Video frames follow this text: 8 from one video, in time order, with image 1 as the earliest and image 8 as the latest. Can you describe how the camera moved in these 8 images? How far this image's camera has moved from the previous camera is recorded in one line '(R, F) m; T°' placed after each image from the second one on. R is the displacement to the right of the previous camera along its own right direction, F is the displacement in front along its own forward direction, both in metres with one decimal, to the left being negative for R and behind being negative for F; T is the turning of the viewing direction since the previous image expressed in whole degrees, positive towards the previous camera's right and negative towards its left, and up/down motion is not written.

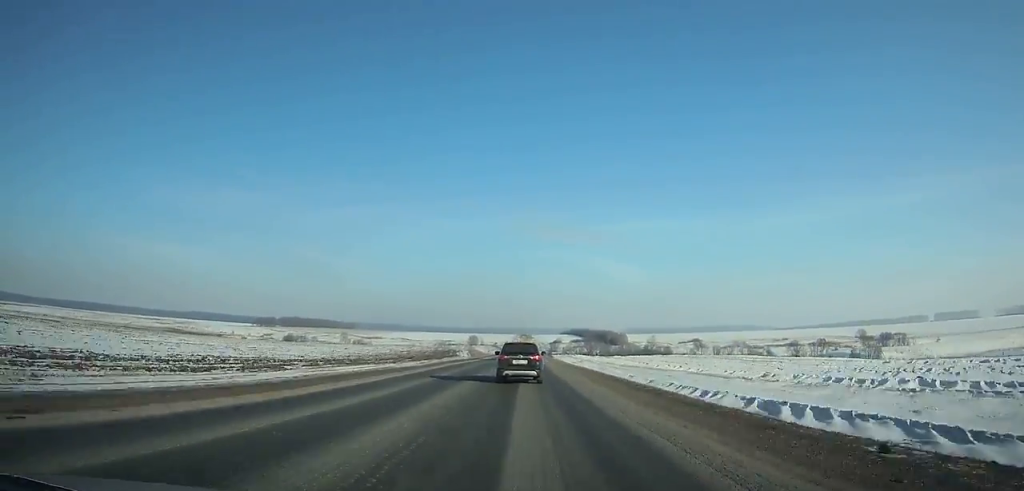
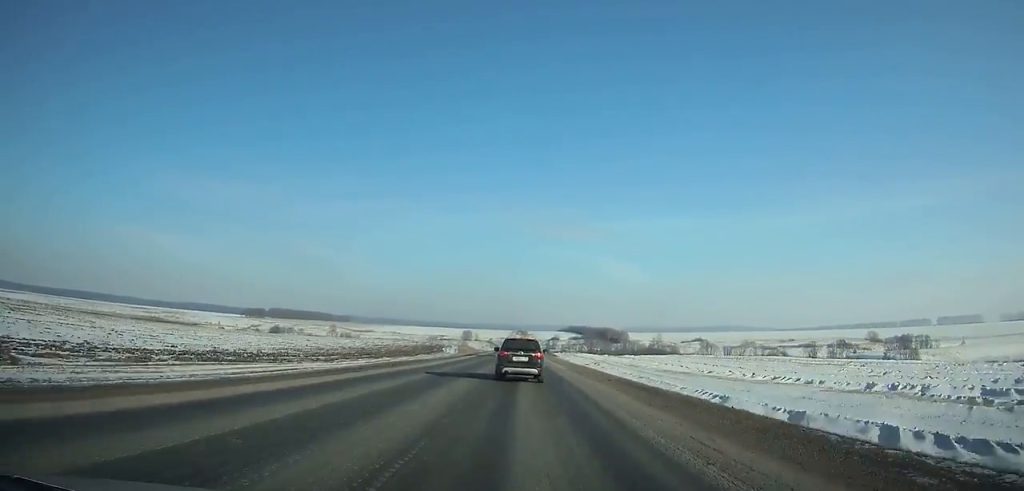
(0.0, +30.4) m; 0°
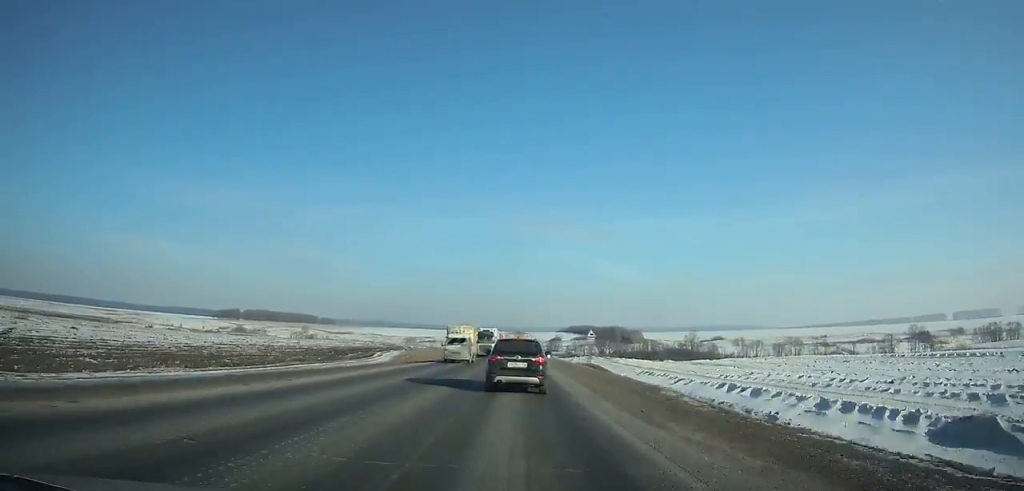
(+0.1, +84.4) m; 0°
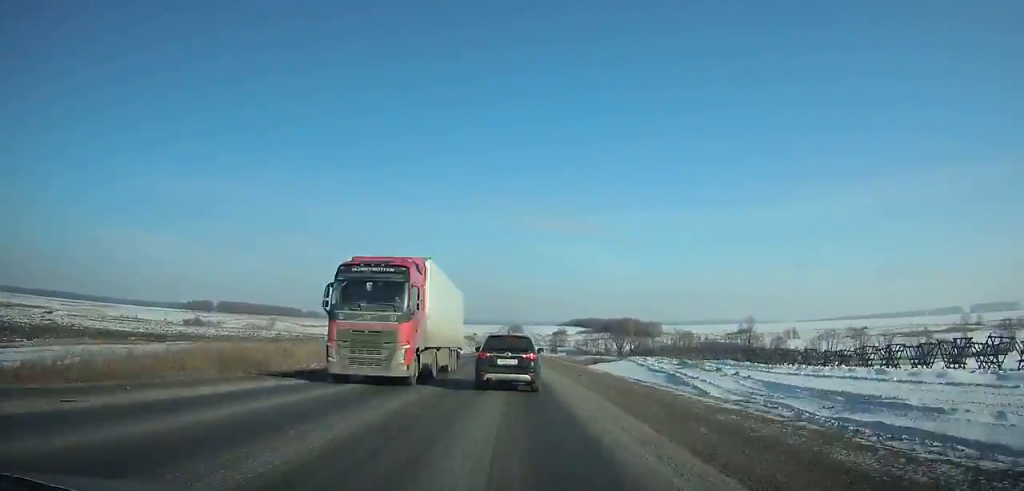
(0.0, +85.3) m; 0°
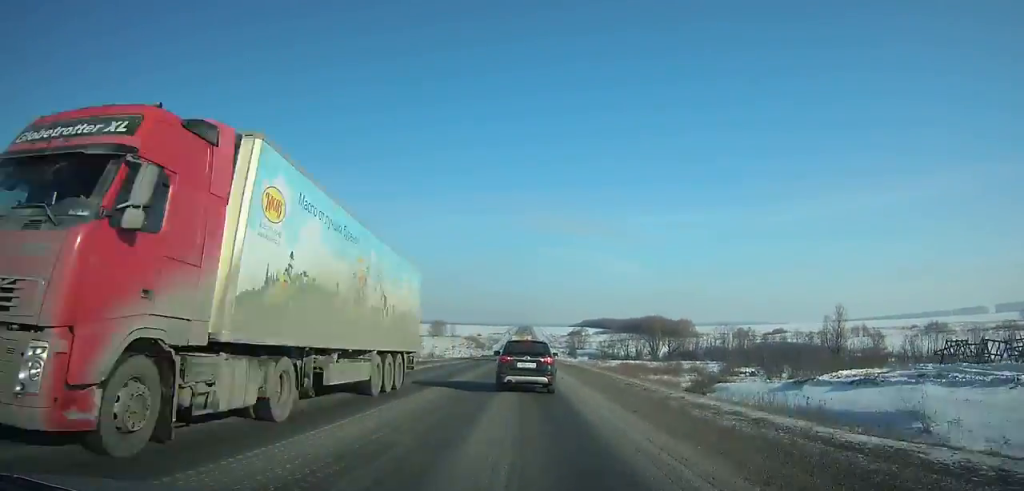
(-0.3, +63.3) m; 0°
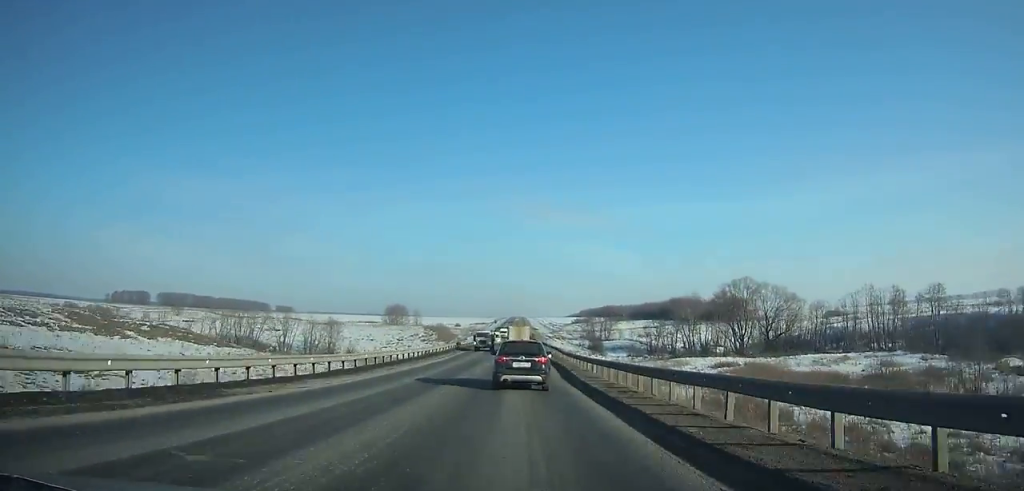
(+0.2, +109.6) m; 0°
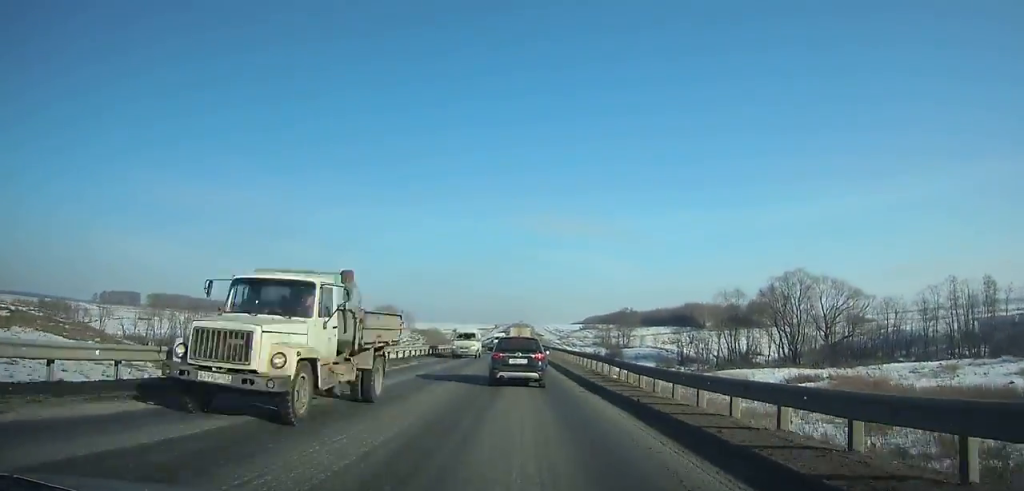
(0.0, +28.1) m; 0°
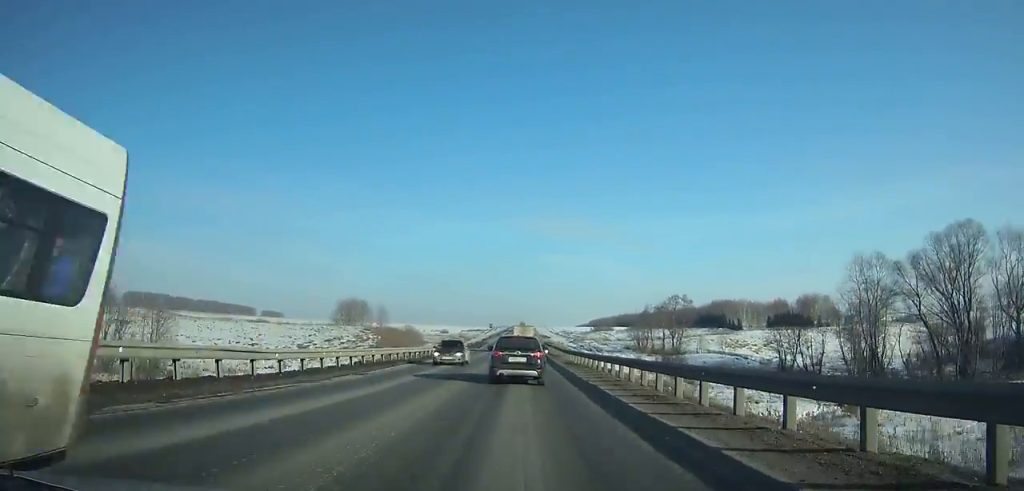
(-0.1, +52.5) m; 0°
